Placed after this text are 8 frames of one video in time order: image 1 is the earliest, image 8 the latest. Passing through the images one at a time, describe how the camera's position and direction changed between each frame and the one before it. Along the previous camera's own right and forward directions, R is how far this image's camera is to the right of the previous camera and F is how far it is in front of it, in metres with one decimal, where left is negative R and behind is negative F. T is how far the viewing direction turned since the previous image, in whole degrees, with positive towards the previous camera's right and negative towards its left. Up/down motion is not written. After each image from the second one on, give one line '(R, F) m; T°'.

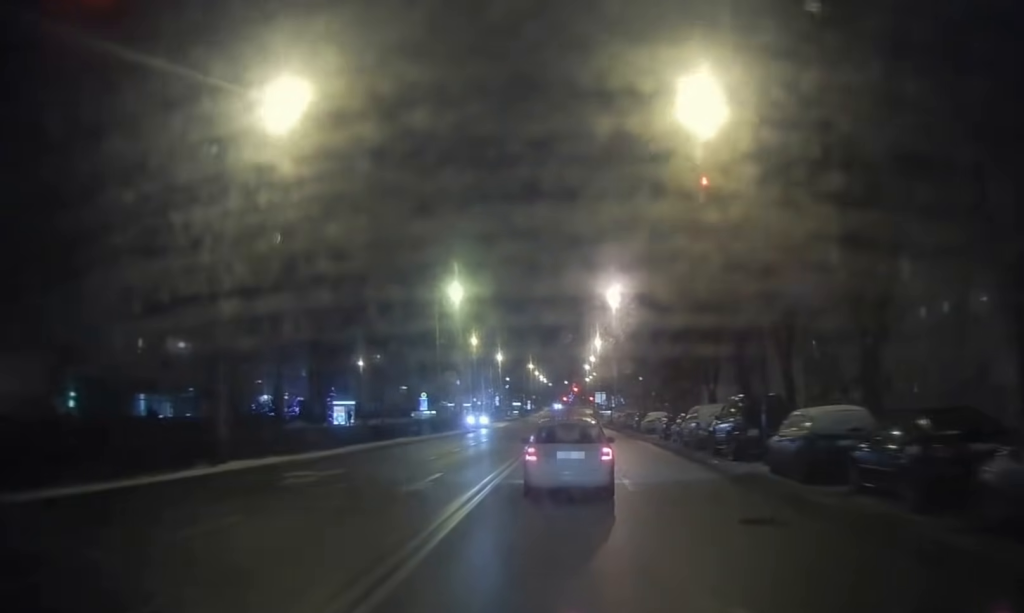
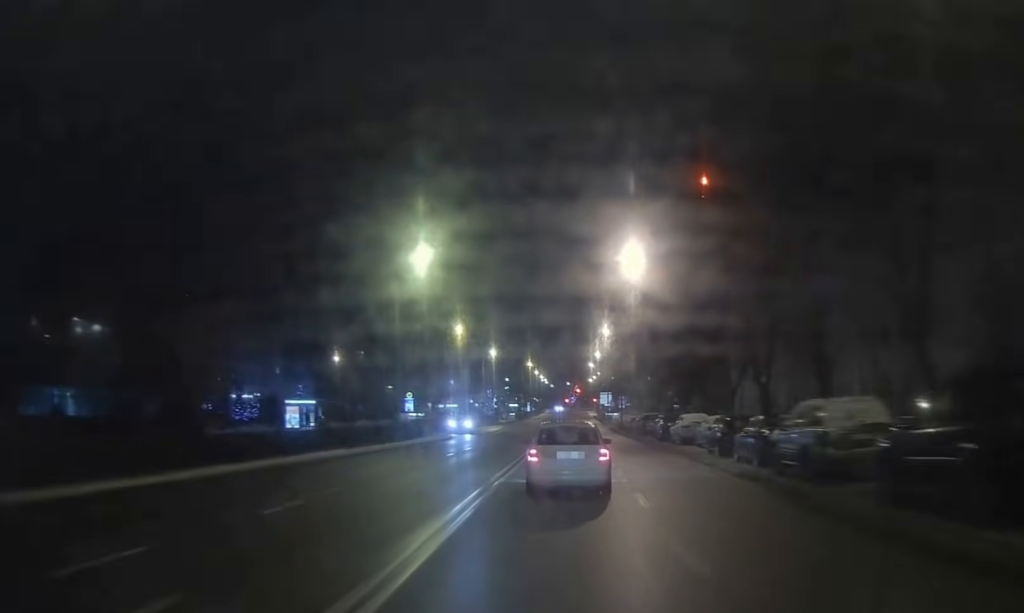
(-0.3, +15.2) m; -2°
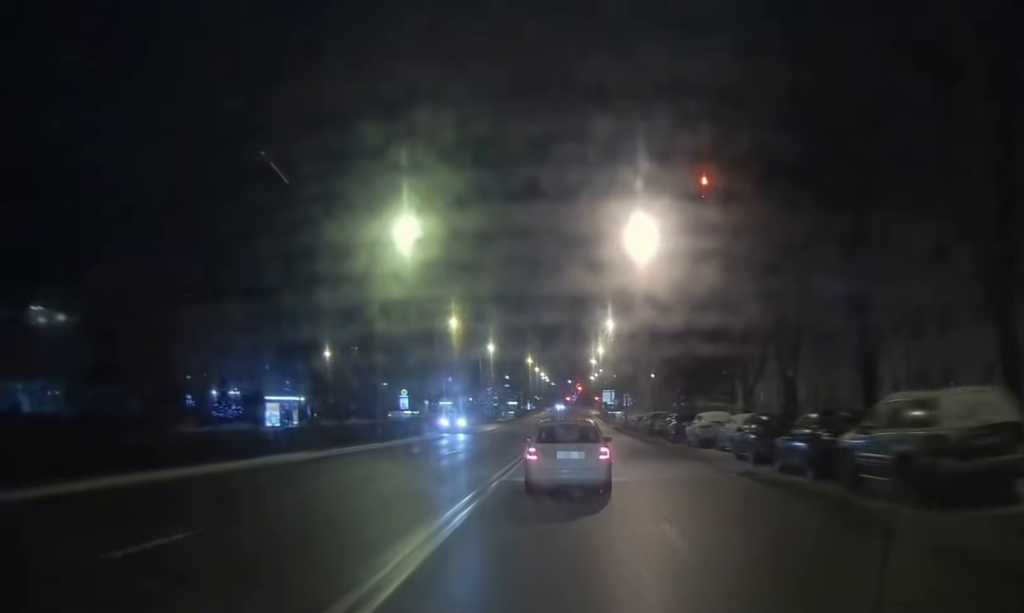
(0.0, +4.8) m; 0°
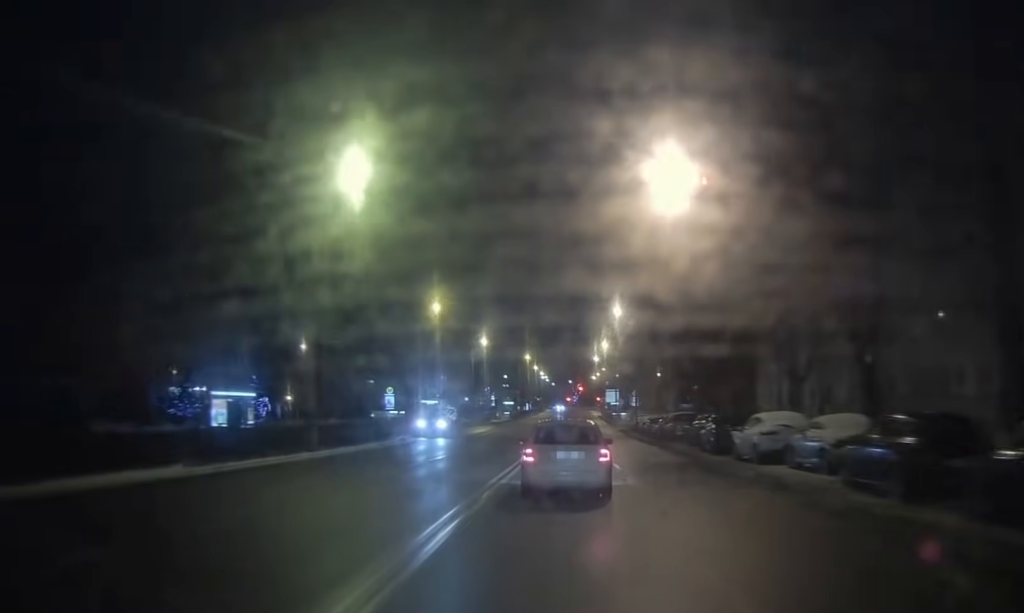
(0.0, +9.7) m; +1°
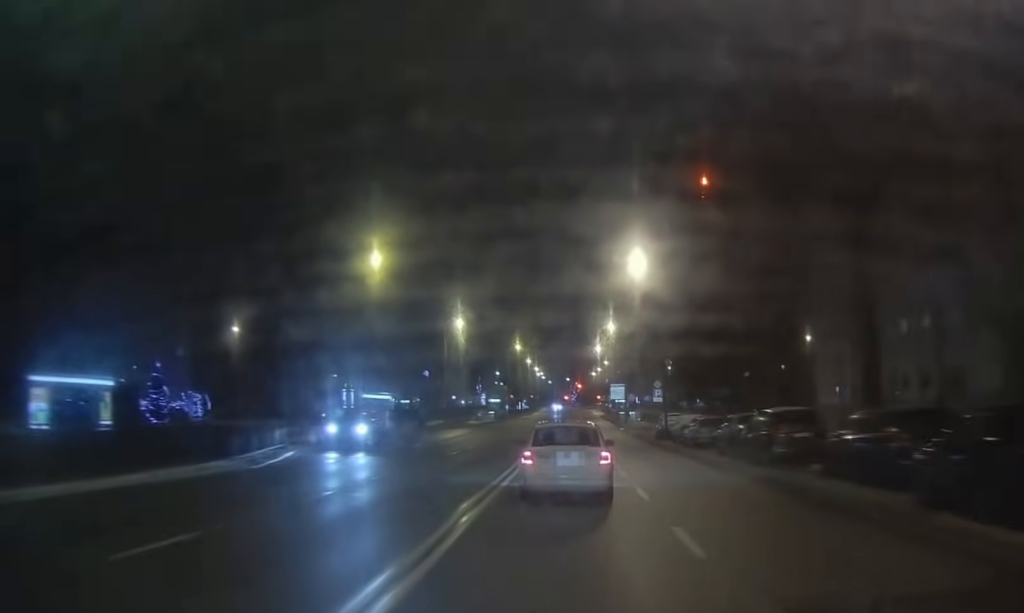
(+0.5, +20.1) m; +3°
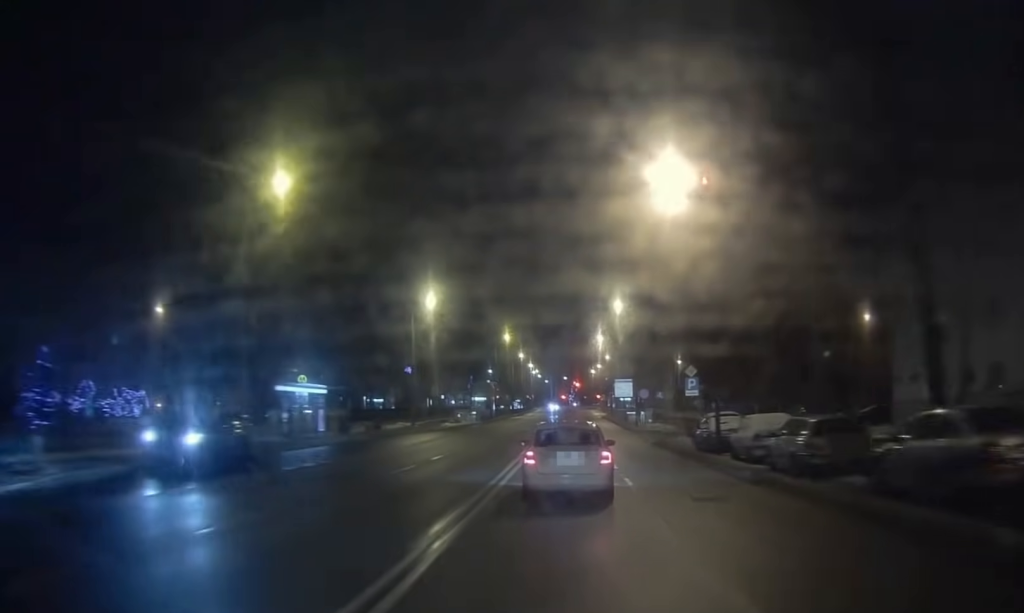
(+0.2, +15.8) m; -1°
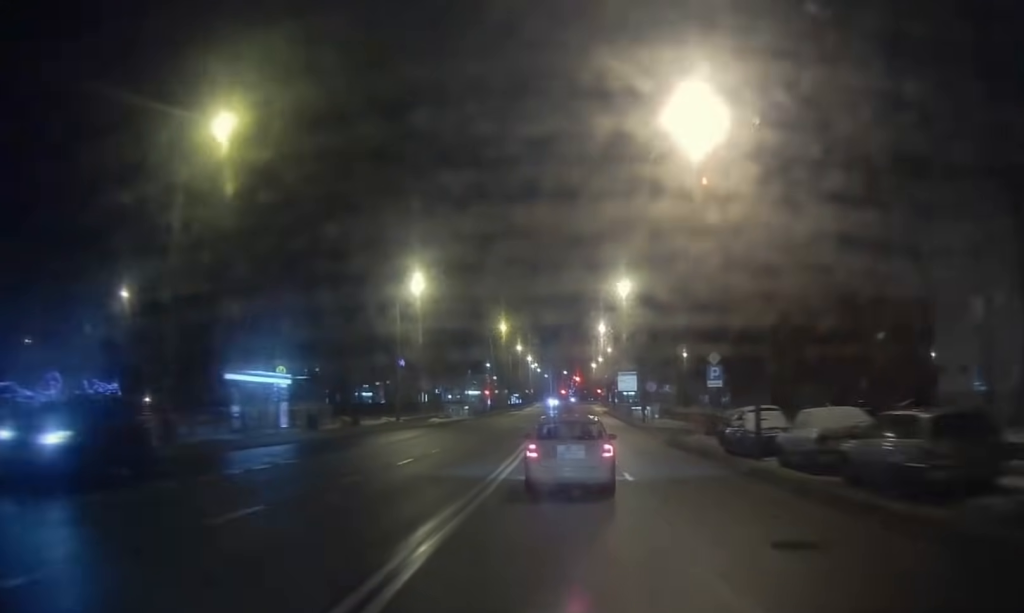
(0.0, +5.9) m; -1°
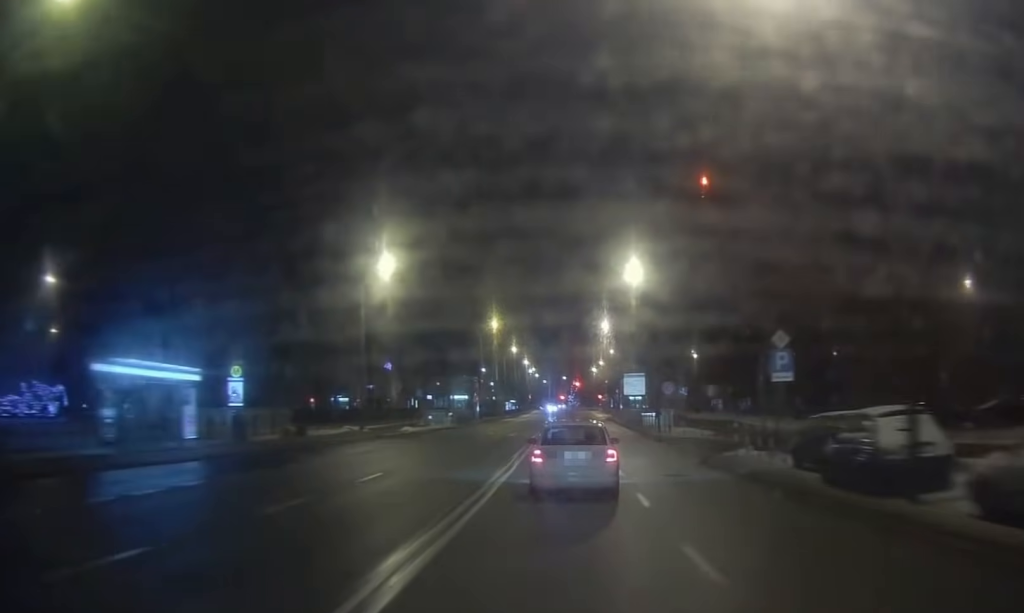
(-0.2, +10.1) m; -1°
